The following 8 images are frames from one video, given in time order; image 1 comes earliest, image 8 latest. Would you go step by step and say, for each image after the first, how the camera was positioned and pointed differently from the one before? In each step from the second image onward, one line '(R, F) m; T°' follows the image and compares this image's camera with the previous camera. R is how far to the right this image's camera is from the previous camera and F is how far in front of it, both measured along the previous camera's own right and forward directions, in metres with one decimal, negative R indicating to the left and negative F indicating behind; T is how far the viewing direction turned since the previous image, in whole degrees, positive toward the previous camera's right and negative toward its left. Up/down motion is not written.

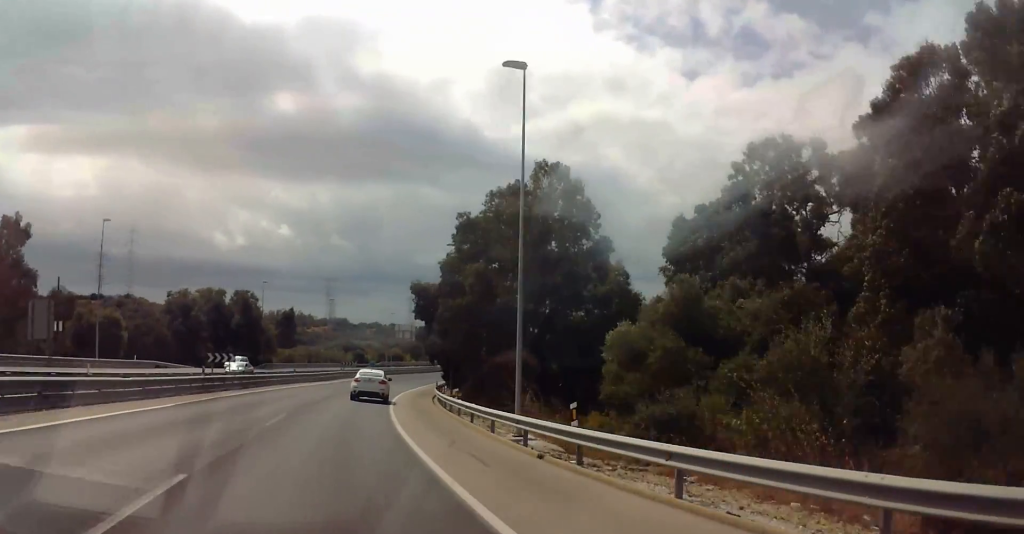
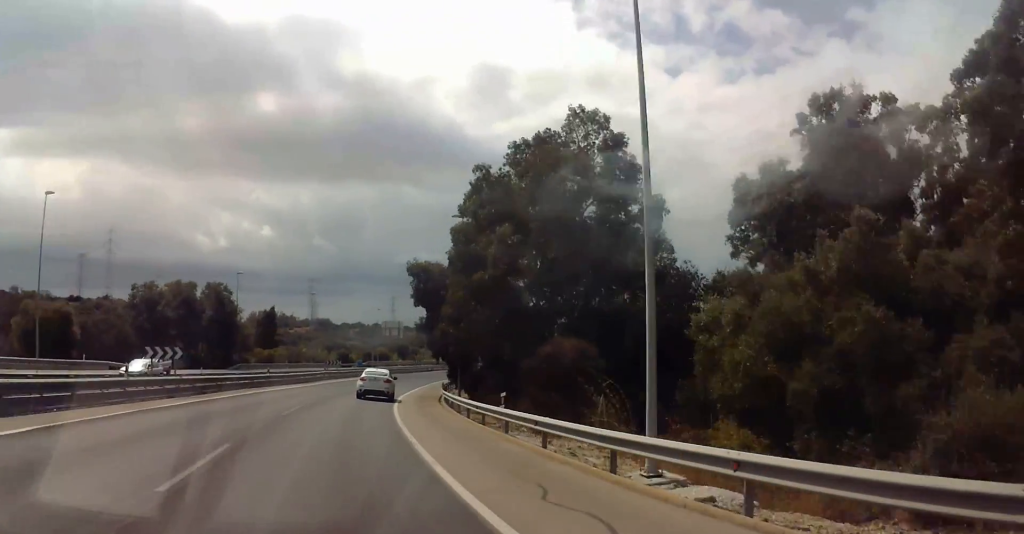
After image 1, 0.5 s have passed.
(+0.1, +10.9) m; +2°
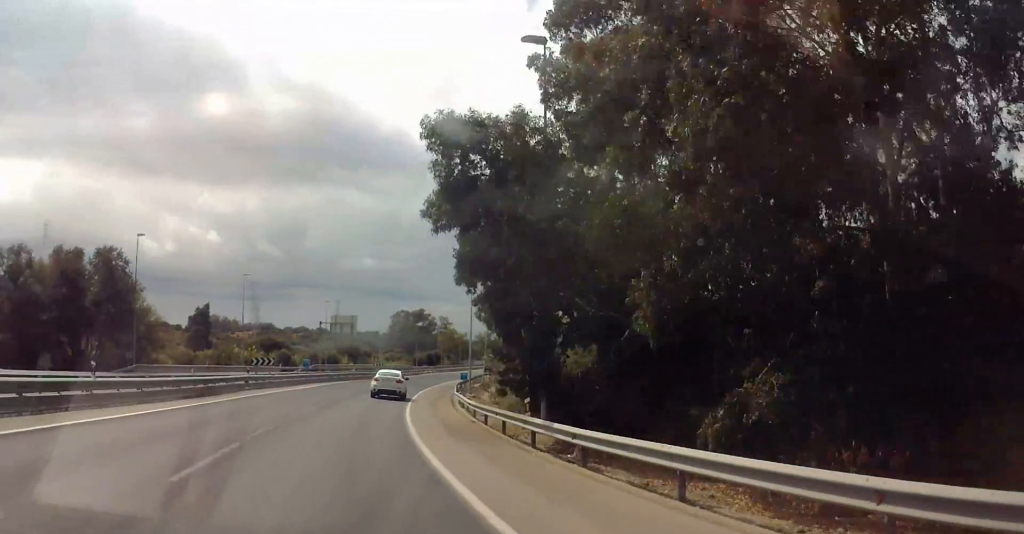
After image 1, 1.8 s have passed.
(+1.2, +26.4) m; +5°
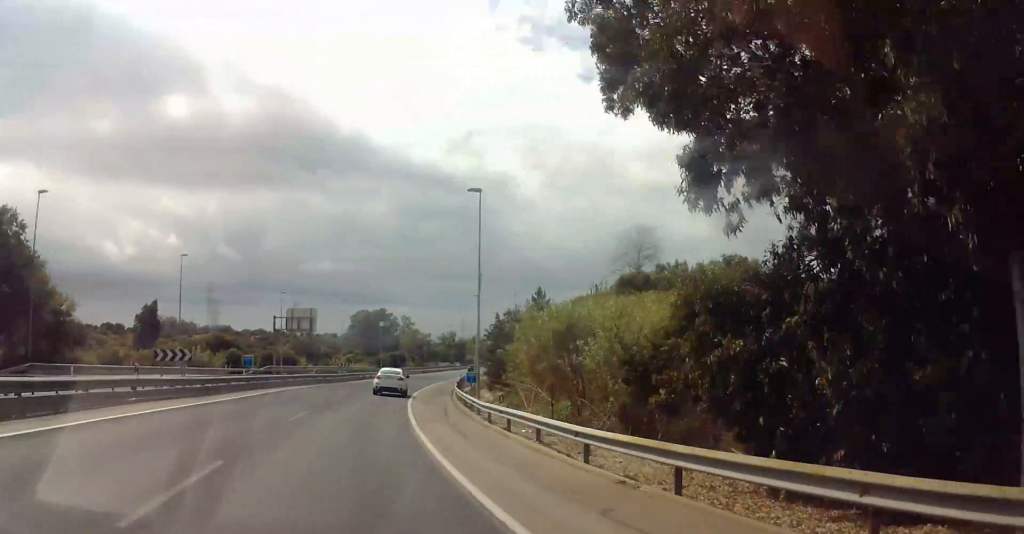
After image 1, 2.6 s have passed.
(+0.3, +16.4) m; +4°
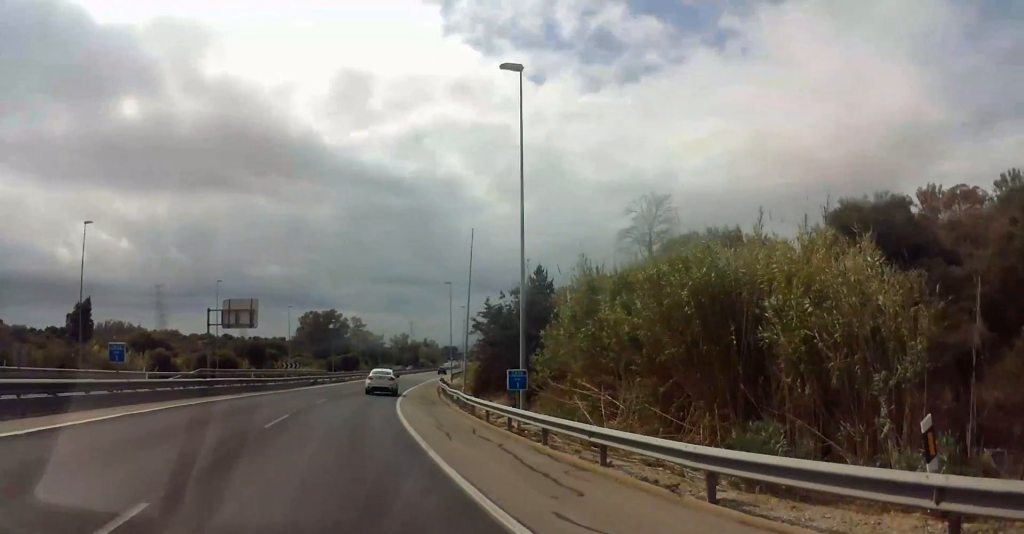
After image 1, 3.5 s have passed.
(+0.8, +18.5) m; +5°
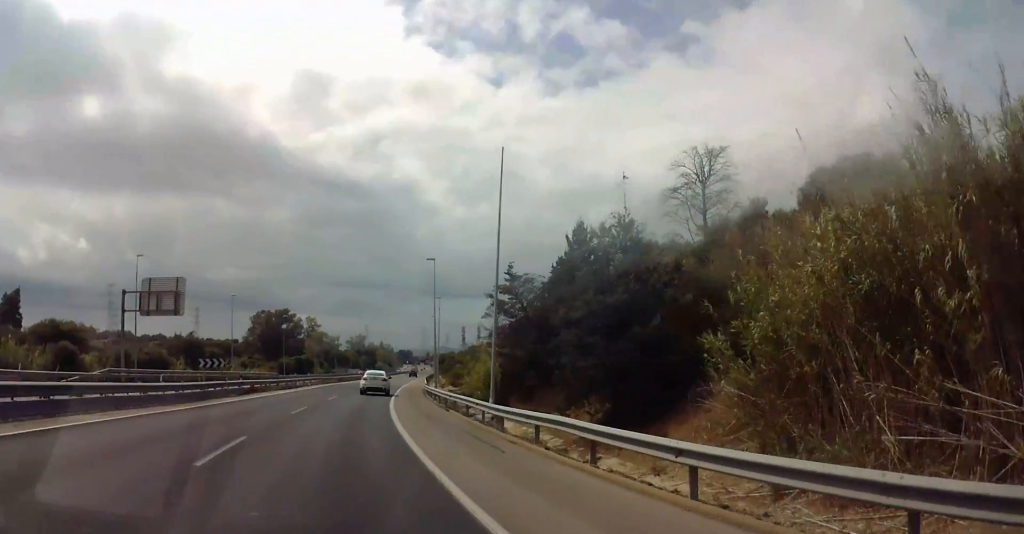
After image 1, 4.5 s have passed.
(+1.0, +19.1) m; +3°
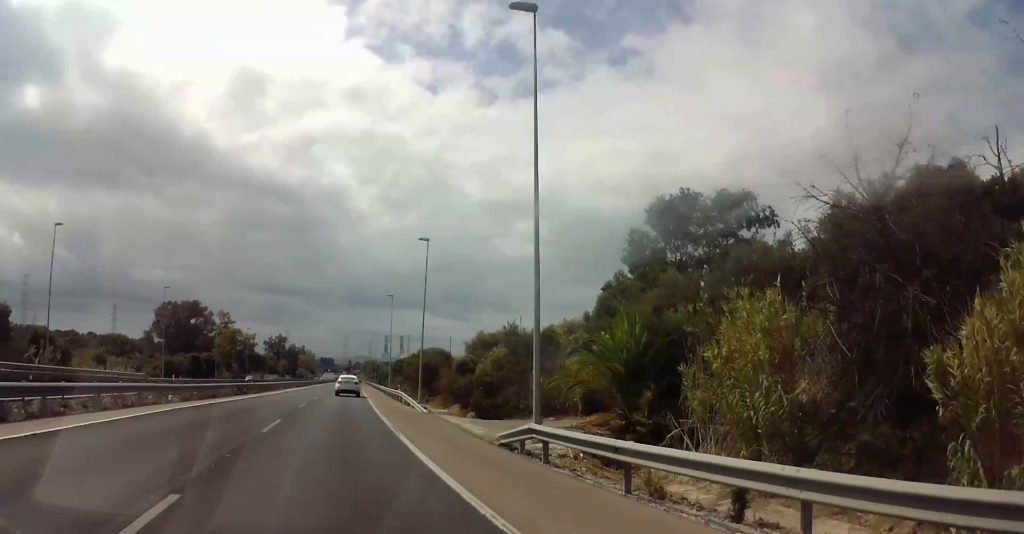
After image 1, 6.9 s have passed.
(+2.4, +48.3) m; +6°
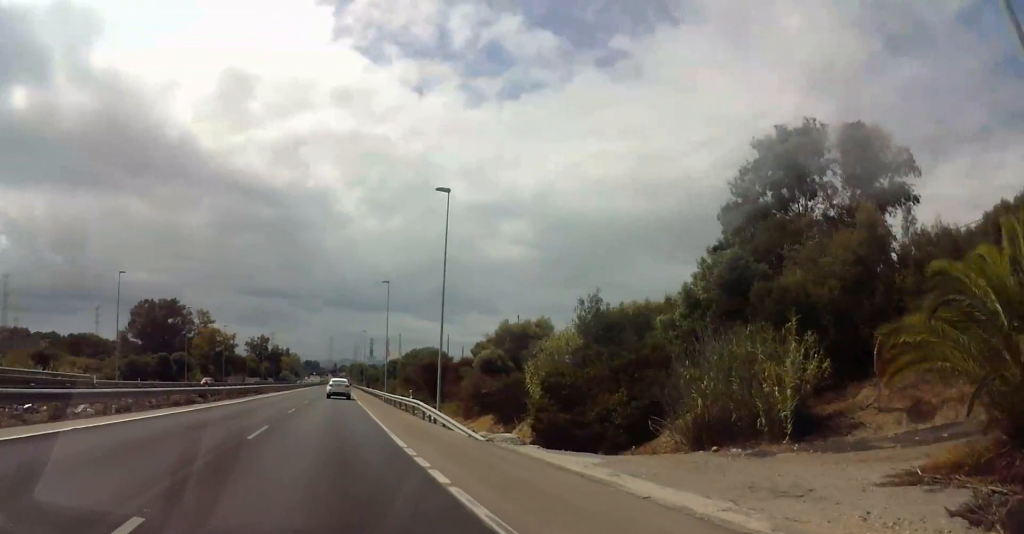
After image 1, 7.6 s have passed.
(-0.1, +13.6) m; 0°
